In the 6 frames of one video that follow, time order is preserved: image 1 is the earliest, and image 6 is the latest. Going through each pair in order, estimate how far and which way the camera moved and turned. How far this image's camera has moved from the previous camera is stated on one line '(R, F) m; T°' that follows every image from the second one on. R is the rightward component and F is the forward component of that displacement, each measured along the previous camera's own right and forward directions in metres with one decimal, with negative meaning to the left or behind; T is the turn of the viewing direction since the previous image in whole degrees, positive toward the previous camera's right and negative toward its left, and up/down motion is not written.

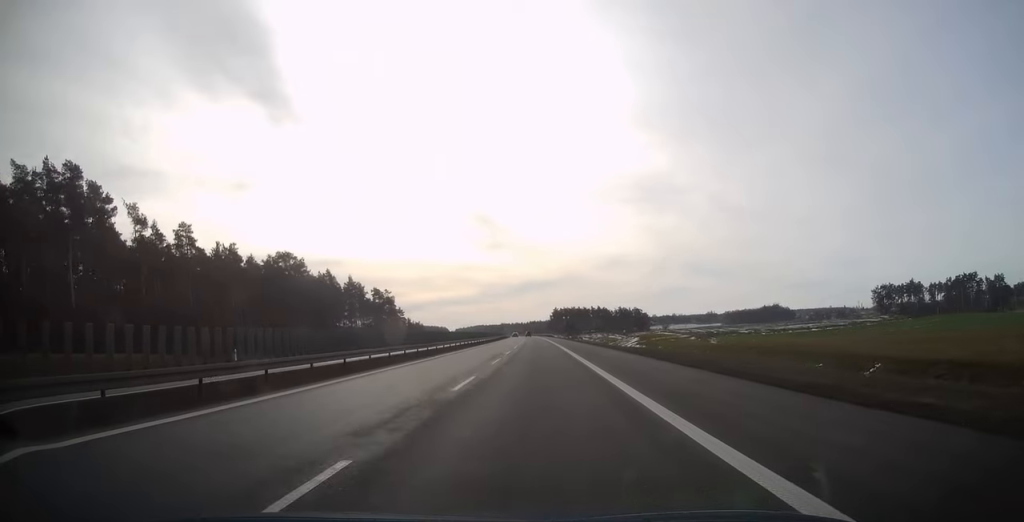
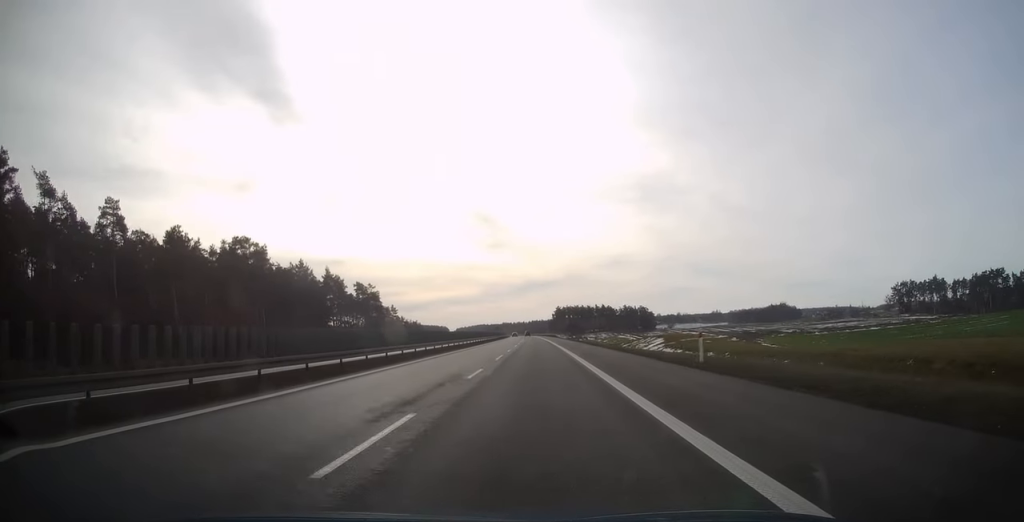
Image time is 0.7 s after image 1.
(0.0, +20.3) m; 0°
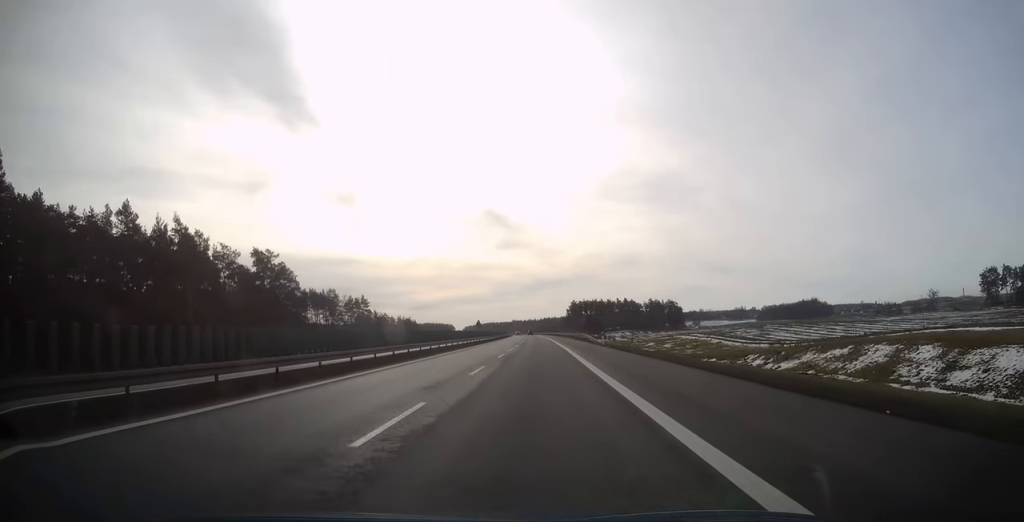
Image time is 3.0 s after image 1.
(-0.6, +70.6) m; -1°
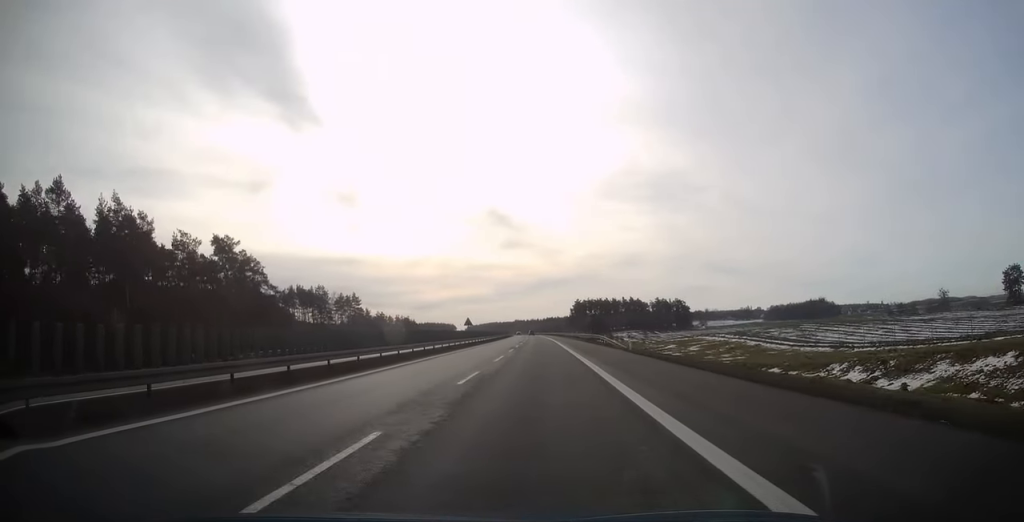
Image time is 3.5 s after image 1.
(0.0, +15.3) m; 0°
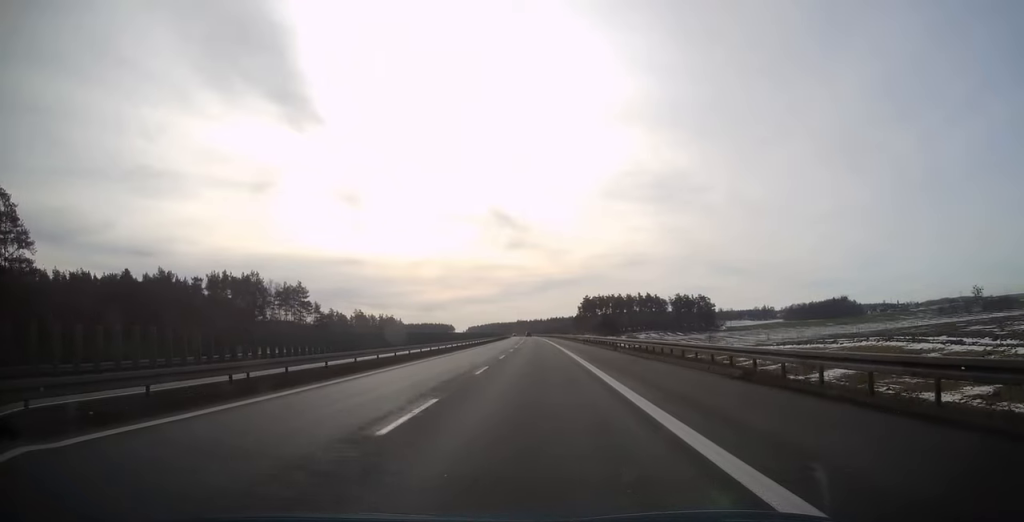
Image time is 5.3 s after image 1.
(-0.5, +56.0) m; -1°
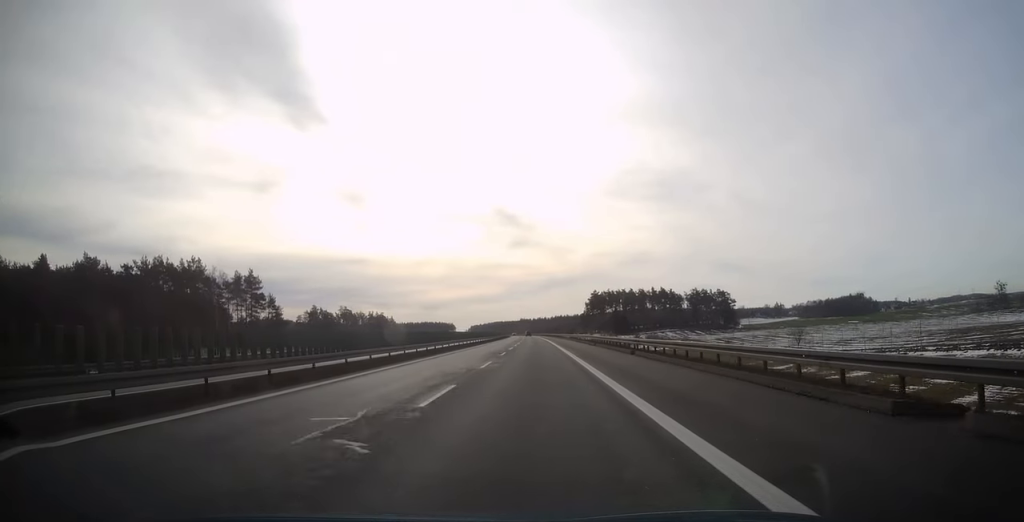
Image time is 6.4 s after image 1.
(0.0, +33.1) m; 0°
